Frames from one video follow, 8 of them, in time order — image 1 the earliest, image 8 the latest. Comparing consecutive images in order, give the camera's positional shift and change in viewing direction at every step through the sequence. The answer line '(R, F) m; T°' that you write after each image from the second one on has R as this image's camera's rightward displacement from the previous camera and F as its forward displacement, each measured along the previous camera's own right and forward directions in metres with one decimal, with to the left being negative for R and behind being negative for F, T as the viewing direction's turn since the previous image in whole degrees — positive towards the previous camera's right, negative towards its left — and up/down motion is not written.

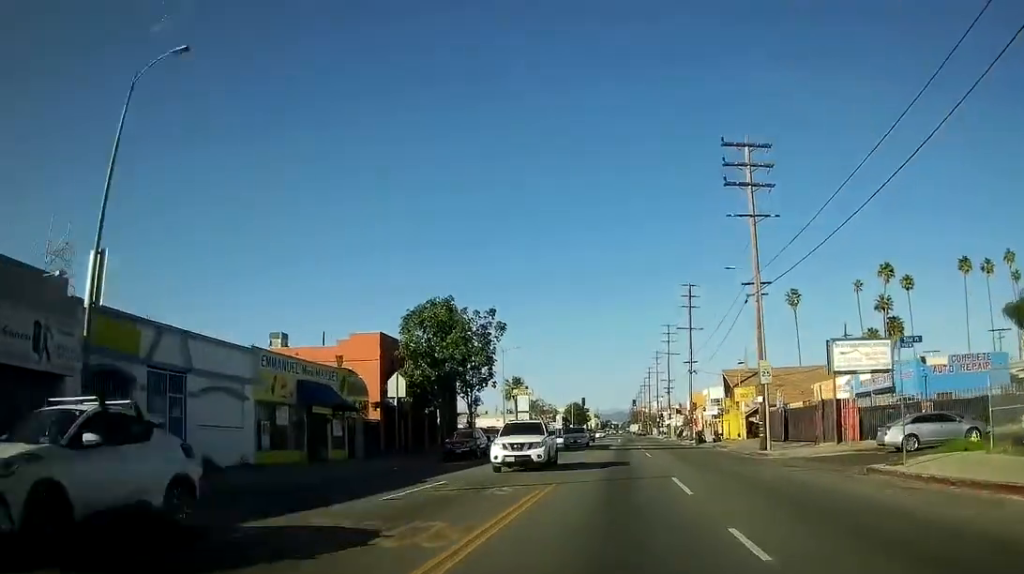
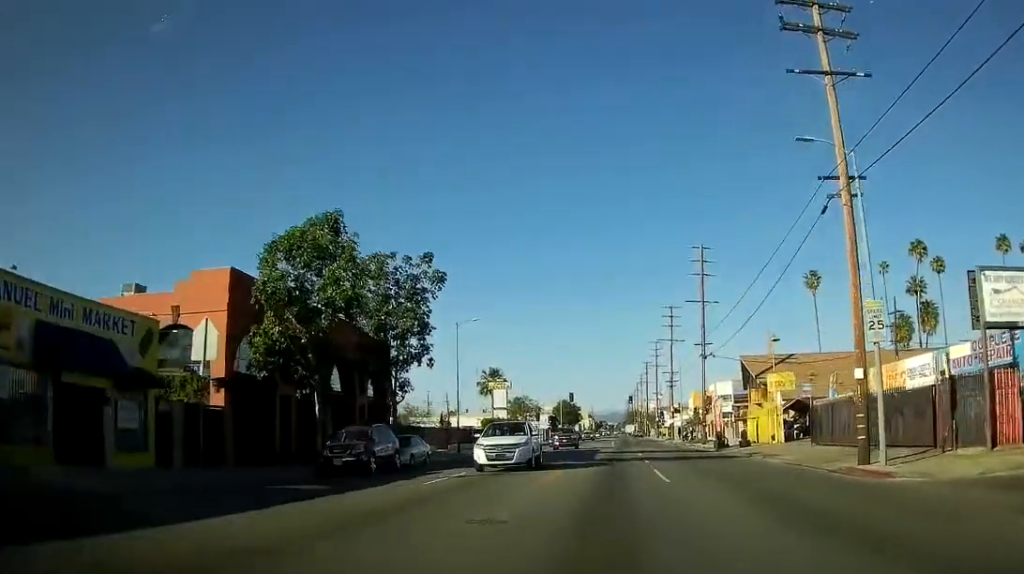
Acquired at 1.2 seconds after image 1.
(0.0, +18.0) m; 0°
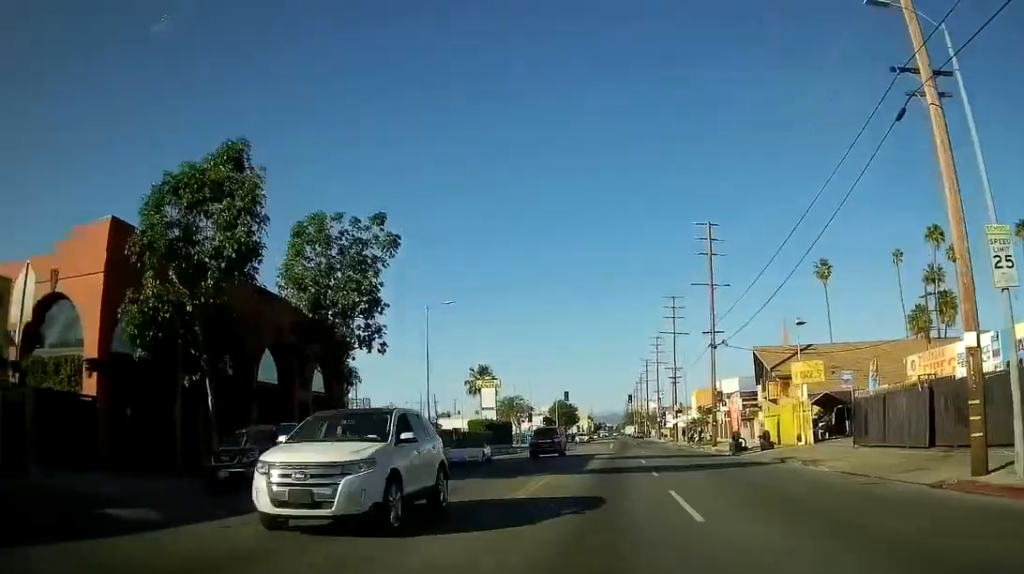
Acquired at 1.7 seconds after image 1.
(0.0, +7.7) m; 0°
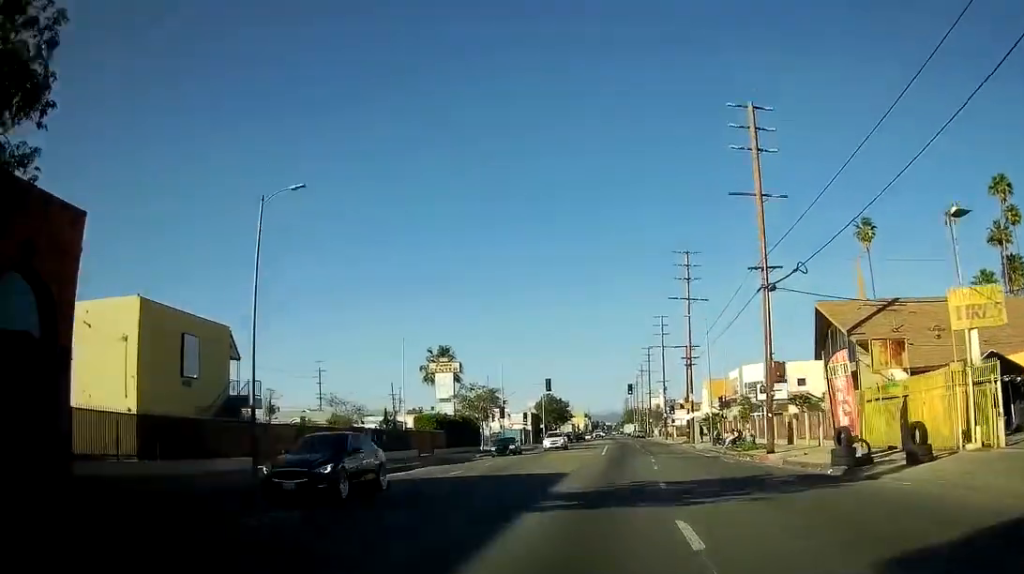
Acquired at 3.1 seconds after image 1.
(0.0, +22.1) m; 0°
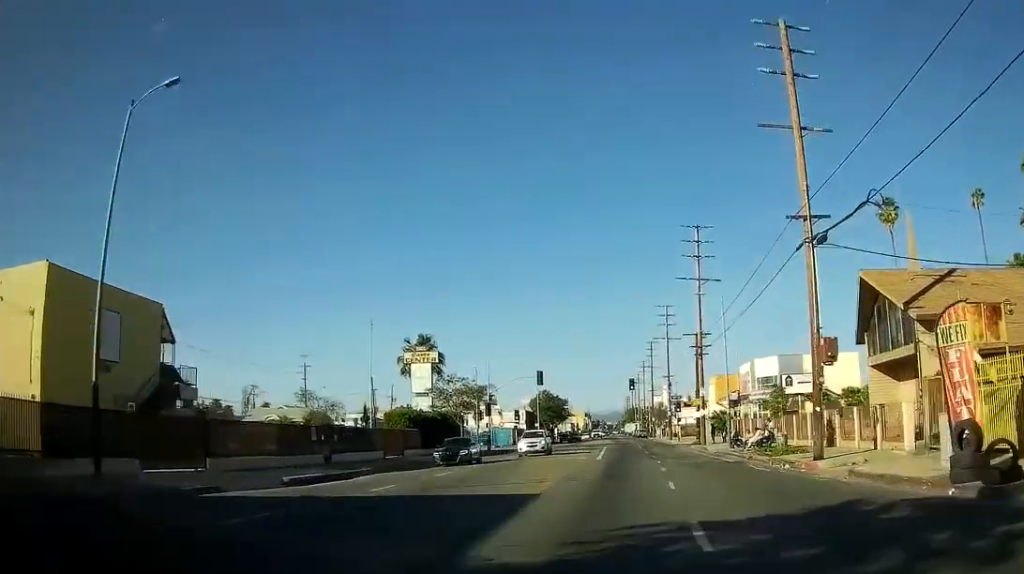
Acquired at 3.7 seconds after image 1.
(-0.1, +8.7) m; +1°
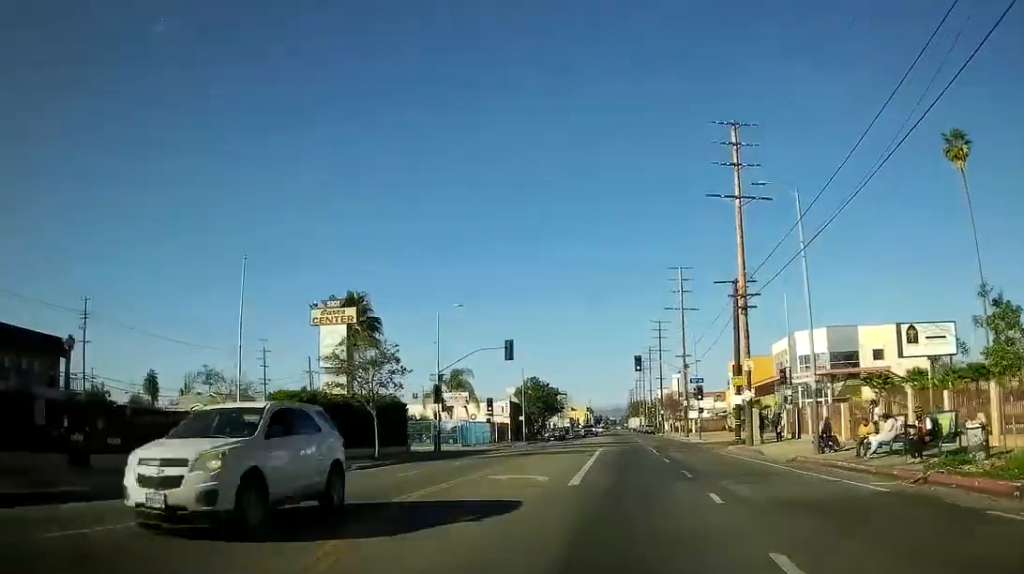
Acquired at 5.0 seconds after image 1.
(+0.3, +20.0) m; +1°
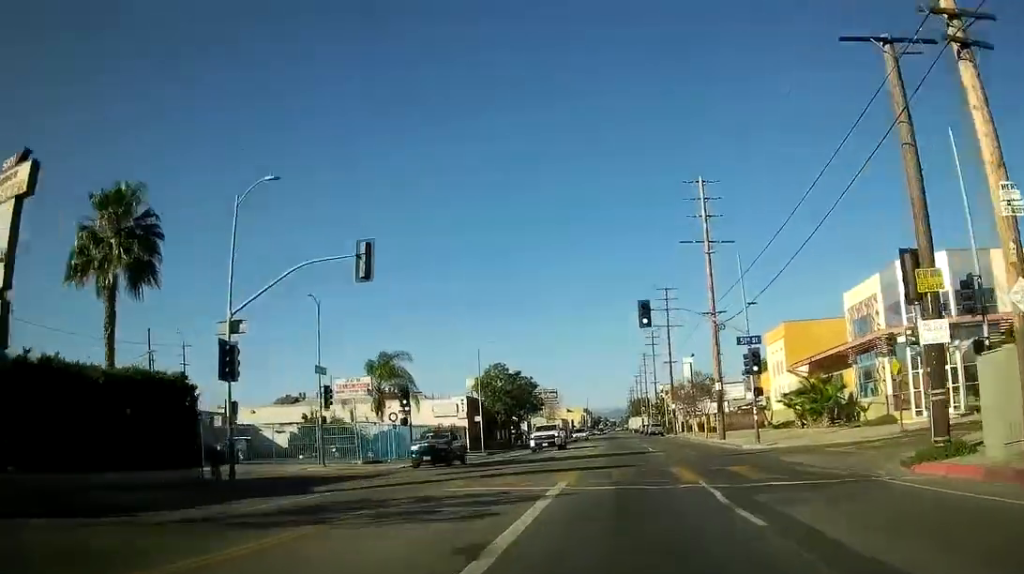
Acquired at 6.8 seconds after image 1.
(-0.1, +27.7) m; -1°
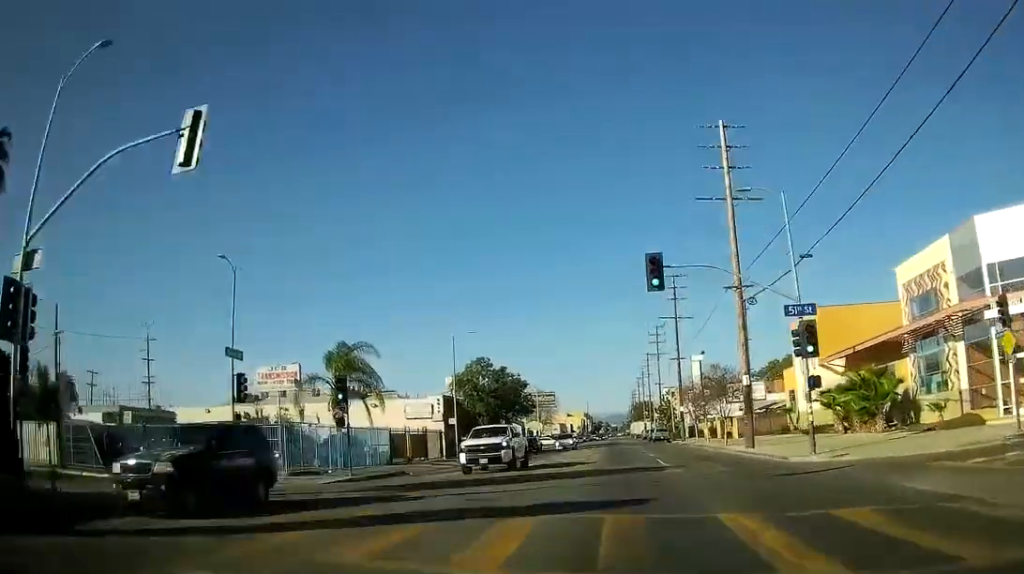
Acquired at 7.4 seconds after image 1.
(-0.1, +10.3) m; -1°
